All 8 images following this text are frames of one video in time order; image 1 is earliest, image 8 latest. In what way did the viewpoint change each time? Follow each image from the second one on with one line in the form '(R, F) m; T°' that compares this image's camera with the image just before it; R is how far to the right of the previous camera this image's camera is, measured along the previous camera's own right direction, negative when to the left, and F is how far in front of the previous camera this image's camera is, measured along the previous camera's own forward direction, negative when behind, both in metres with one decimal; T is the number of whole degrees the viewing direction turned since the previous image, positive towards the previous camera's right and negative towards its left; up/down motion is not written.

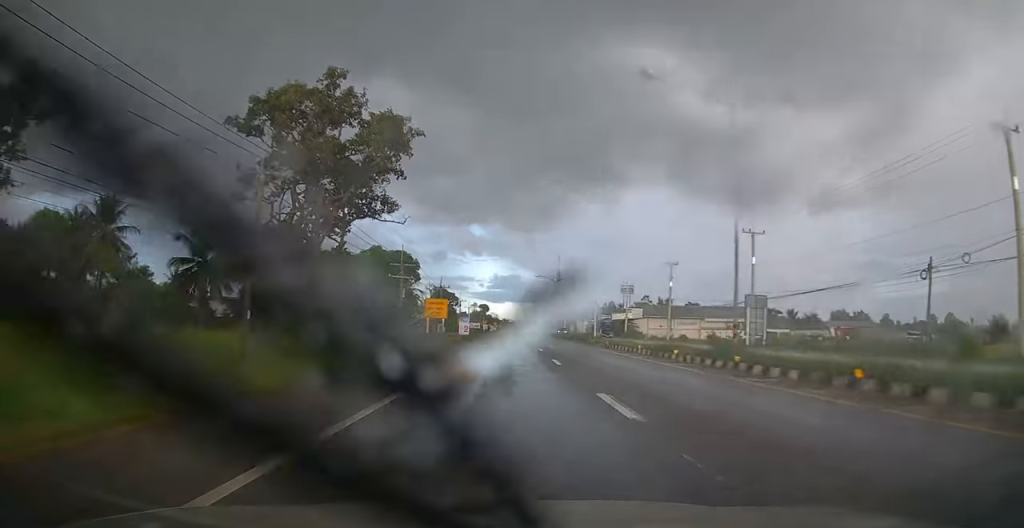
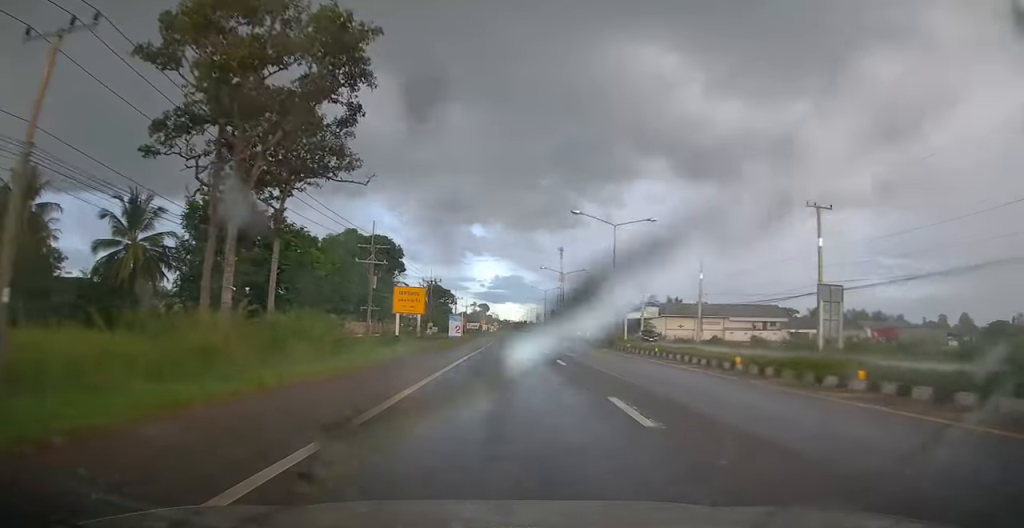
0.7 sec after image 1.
(+0.3, +12.5) m; +2°
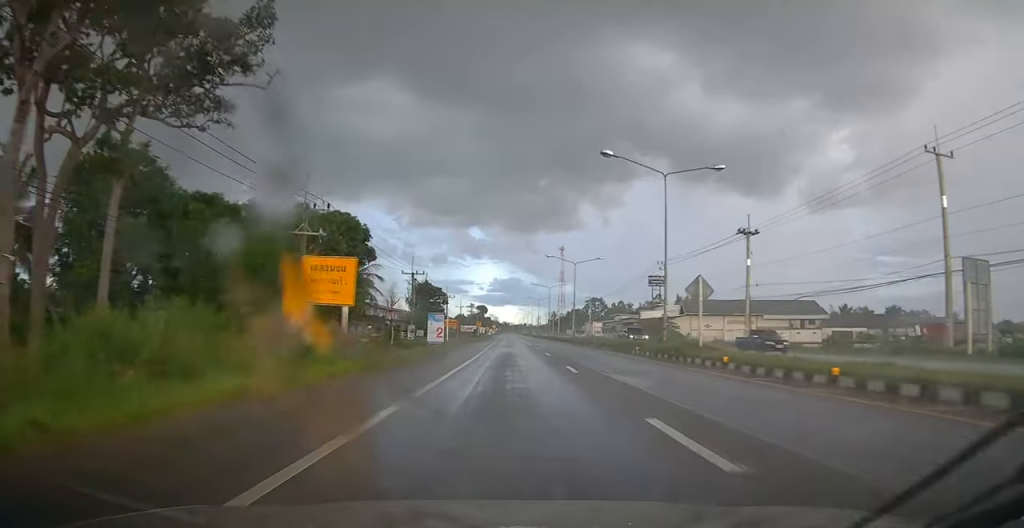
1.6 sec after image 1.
(+0.3, +14.4) m; 0°
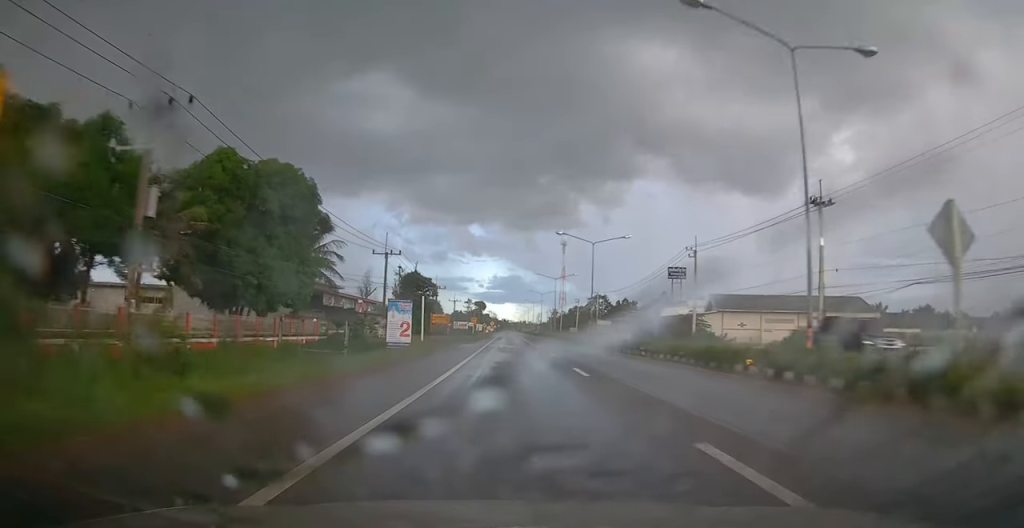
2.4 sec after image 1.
(0.0, +13.7) m; -1°
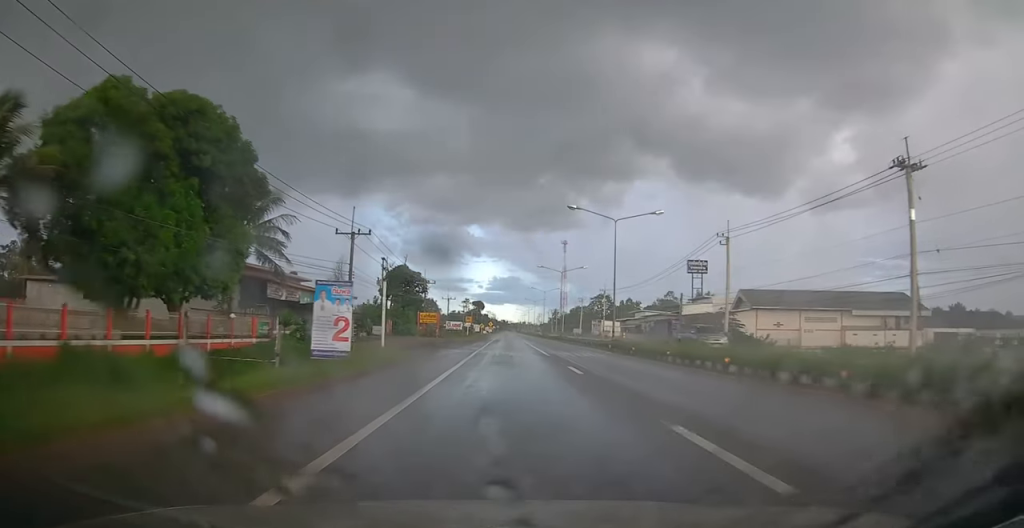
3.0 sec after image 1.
(-0.5, +10.8) m; 0°
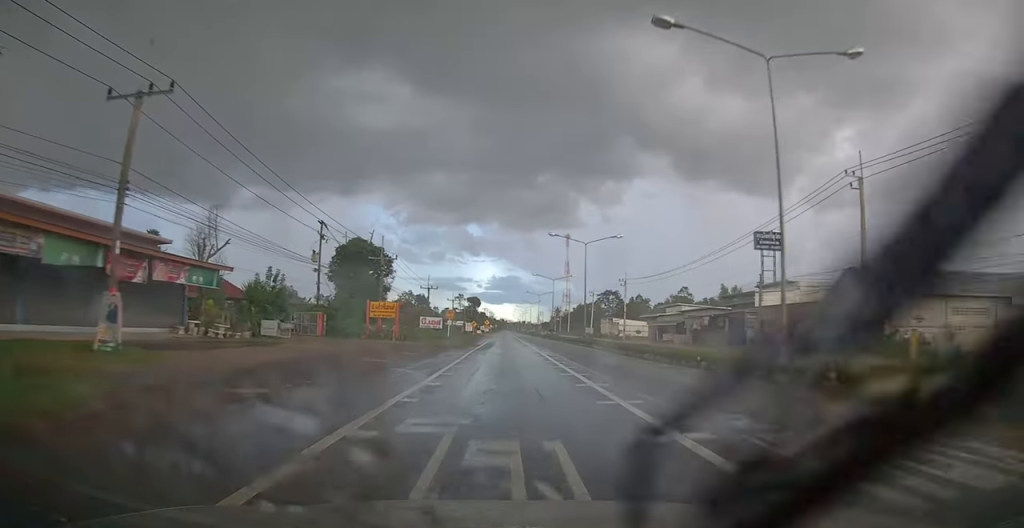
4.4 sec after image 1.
(+0.5, +24.6) m; +1°
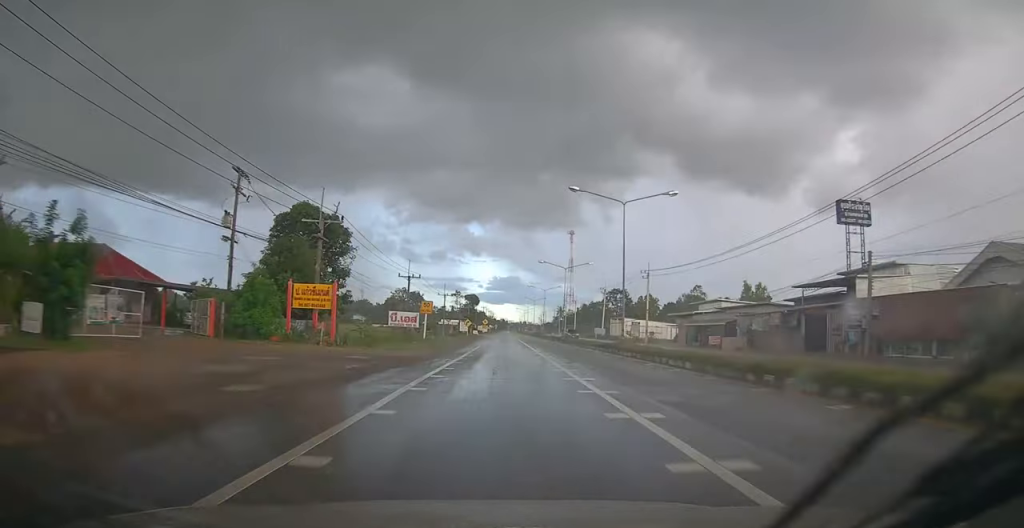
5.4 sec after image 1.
(-0.2, +16.7) m; +1°
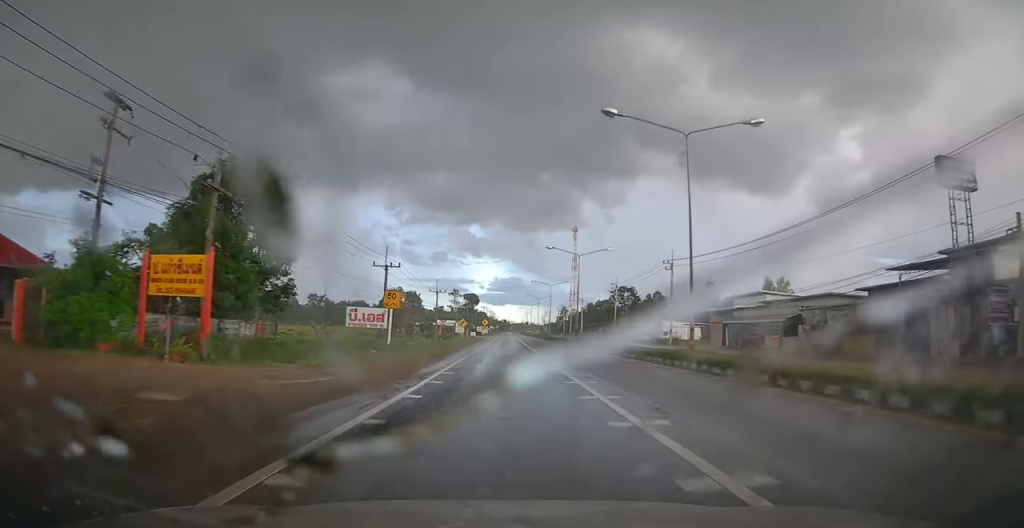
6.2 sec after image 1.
(+0.5, +12.6) m; 0°
